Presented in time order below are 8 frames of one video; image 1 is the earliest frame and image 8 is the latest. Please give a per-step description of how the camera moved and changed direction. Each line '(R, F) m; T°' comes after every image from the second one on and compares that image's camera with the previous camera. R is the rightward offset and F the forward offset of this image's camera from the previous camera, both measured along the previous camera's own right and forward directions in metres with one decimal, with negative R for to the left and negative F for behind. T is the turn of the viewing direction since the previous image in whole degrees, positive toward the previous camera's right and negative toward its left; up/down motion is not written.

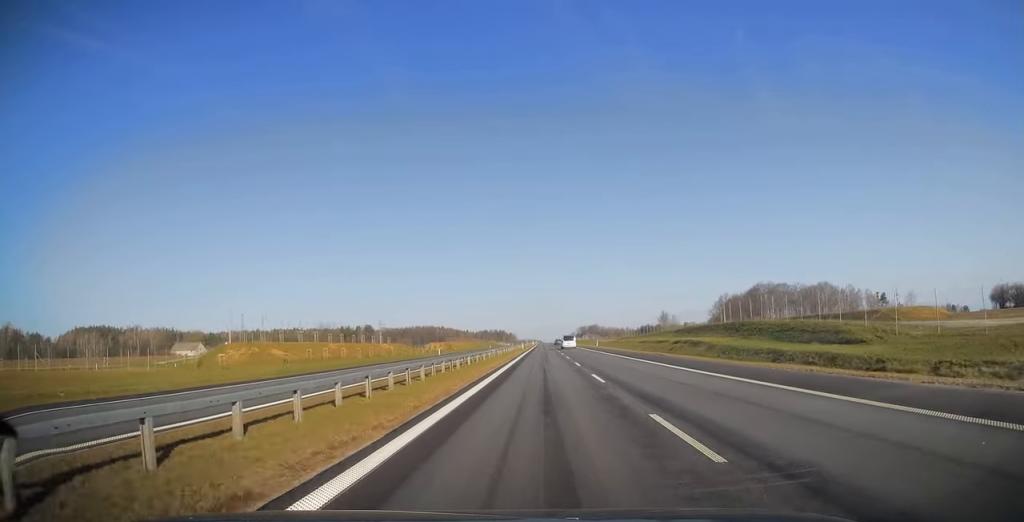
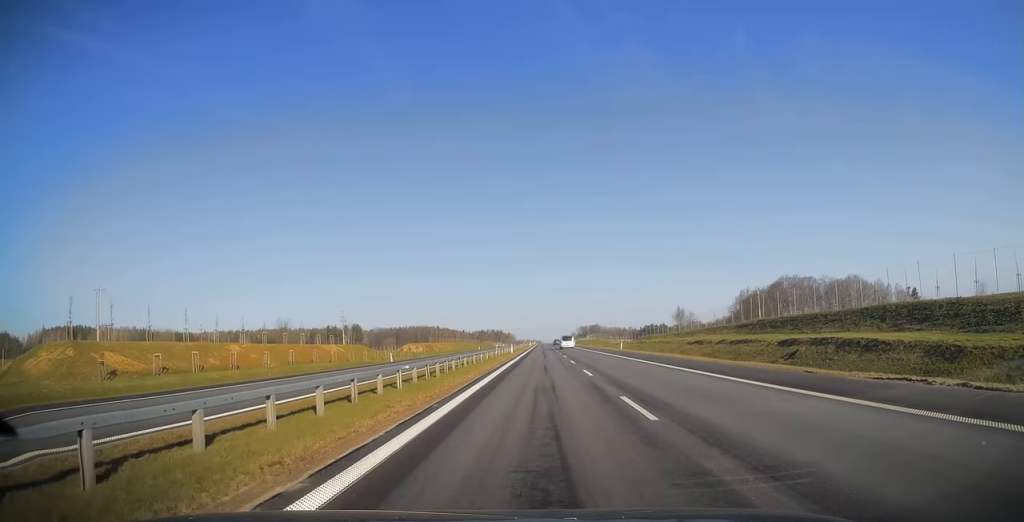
(-0.1, +32.6) m; 0°
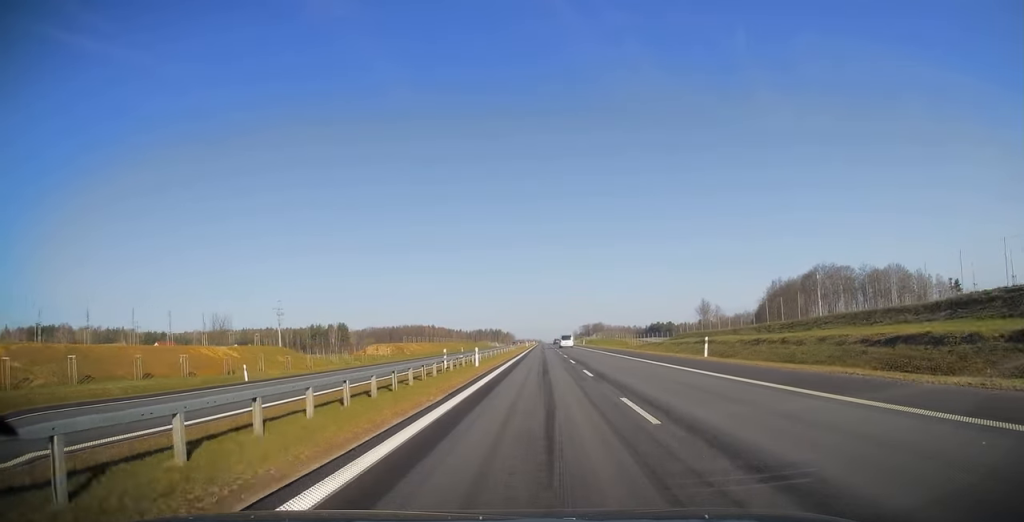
(-0.1, +36.4) m; 0°
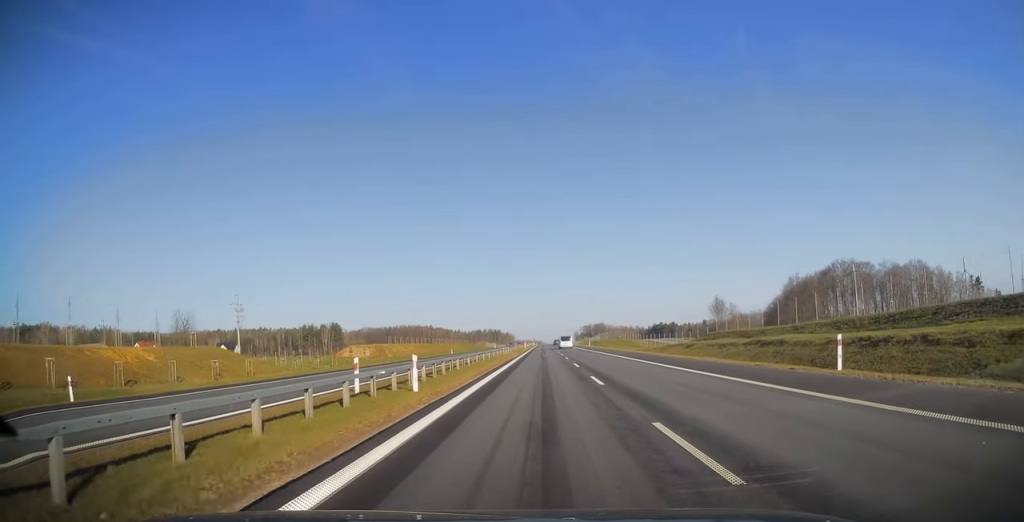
(+0.1, +15.8) m; 0°
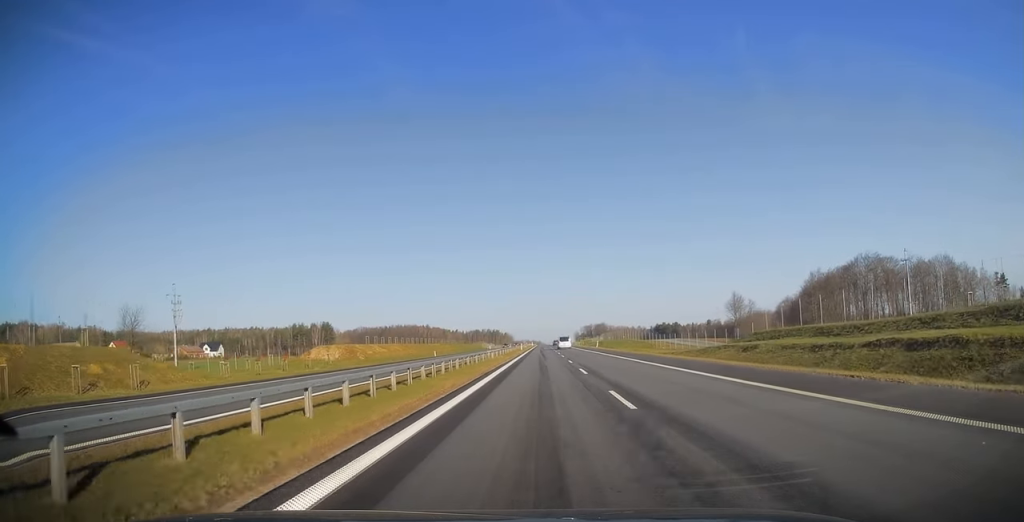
(0.0, +18.0) m; 0°
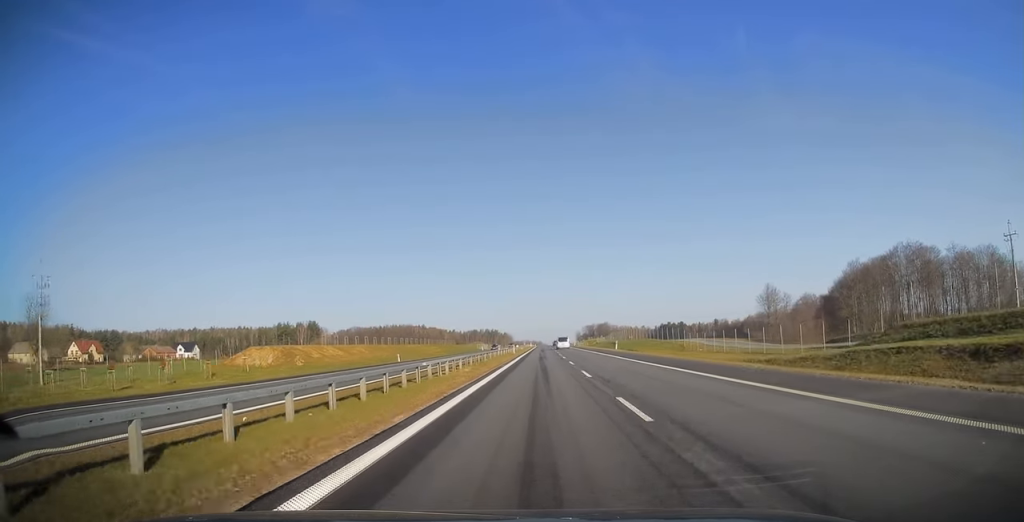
(0.0, +25.8) m; 0°
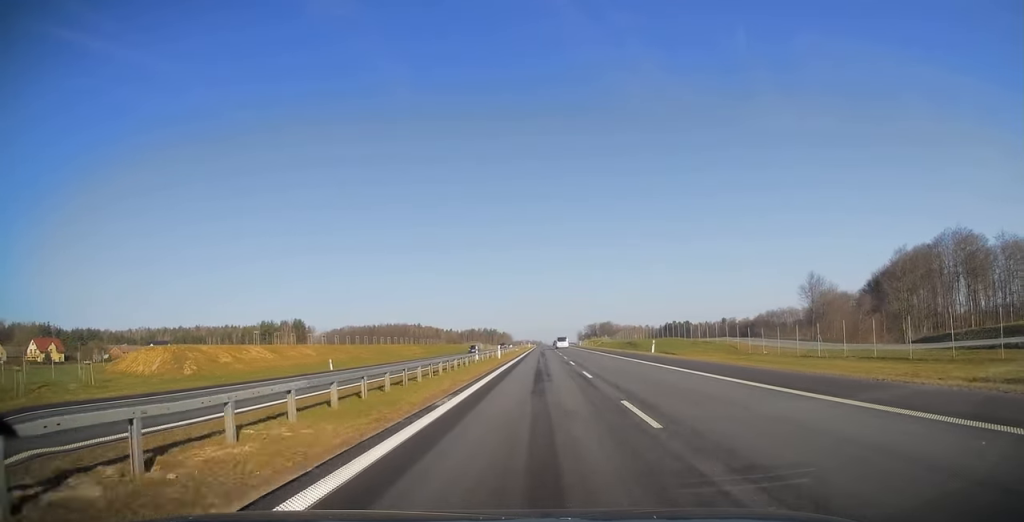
(0.0, +24.8) m; 0°
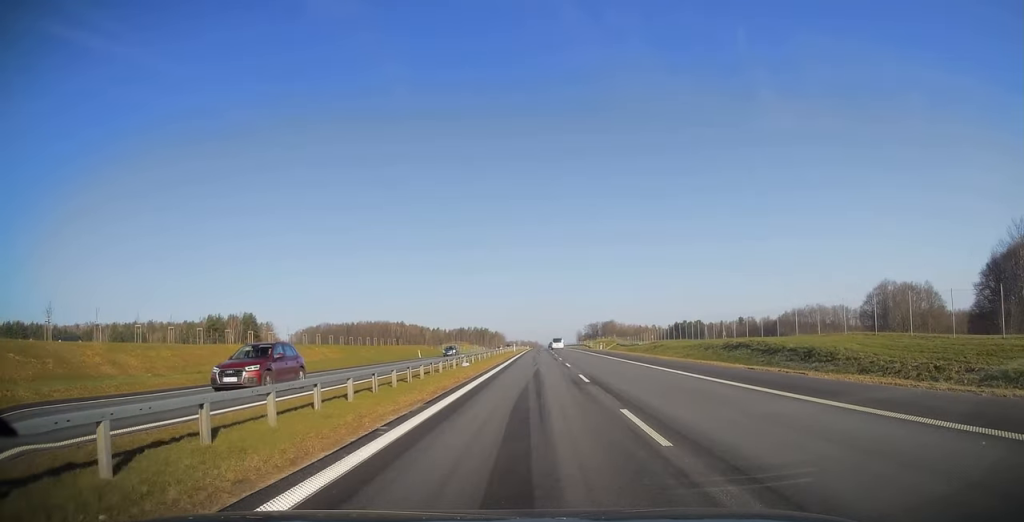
(0.0, +61.1) m; 0°
